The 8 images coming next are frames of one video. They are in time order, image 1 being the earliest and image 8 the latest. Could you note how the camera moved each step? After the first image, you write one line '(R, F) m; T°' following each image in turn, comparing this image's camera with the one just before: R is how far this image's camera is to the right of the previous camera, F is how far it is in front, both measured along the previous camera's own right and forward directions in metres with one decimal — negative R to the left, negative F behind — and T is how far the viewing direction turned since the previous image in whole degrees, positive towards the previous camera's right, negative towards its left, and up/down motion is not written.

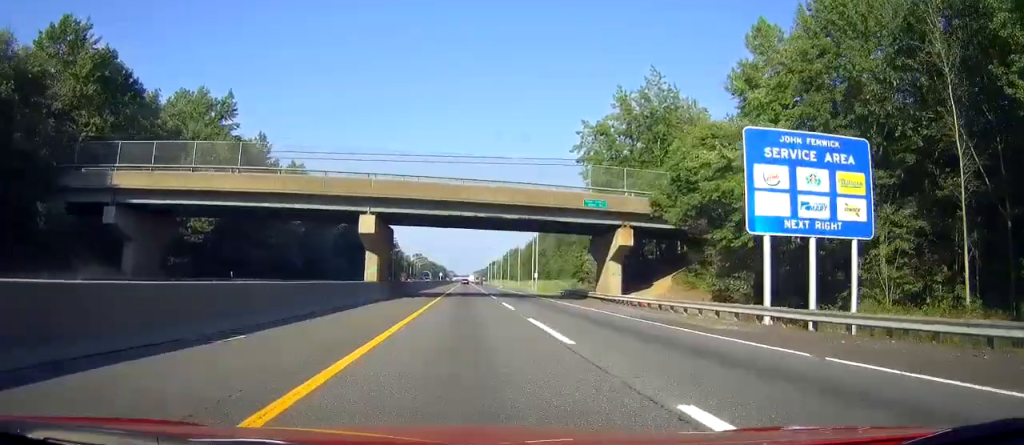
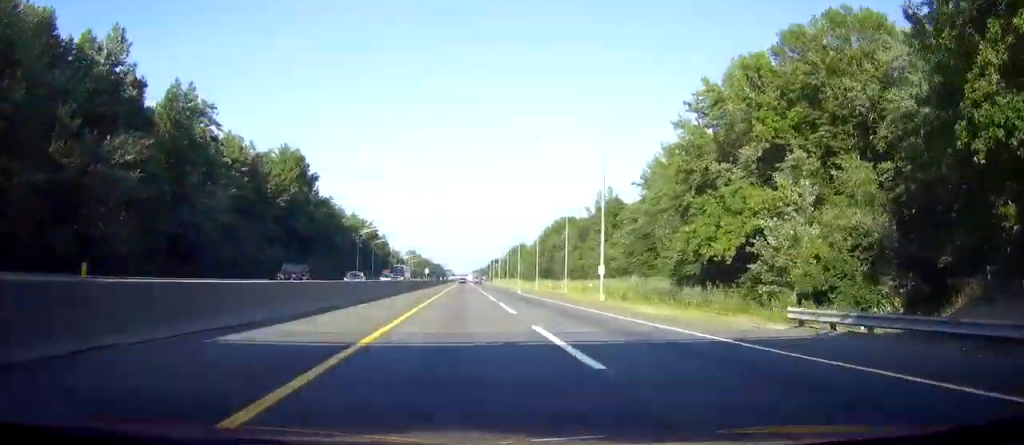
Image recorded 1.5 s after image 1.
(+0.1, +49.3) m; 0°
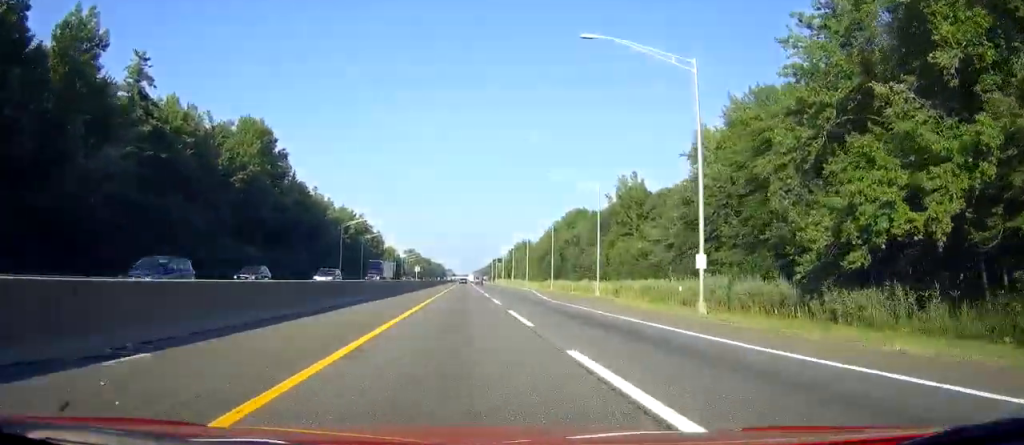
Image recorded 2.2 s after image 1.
(-0.1, +21.9) m; 0°
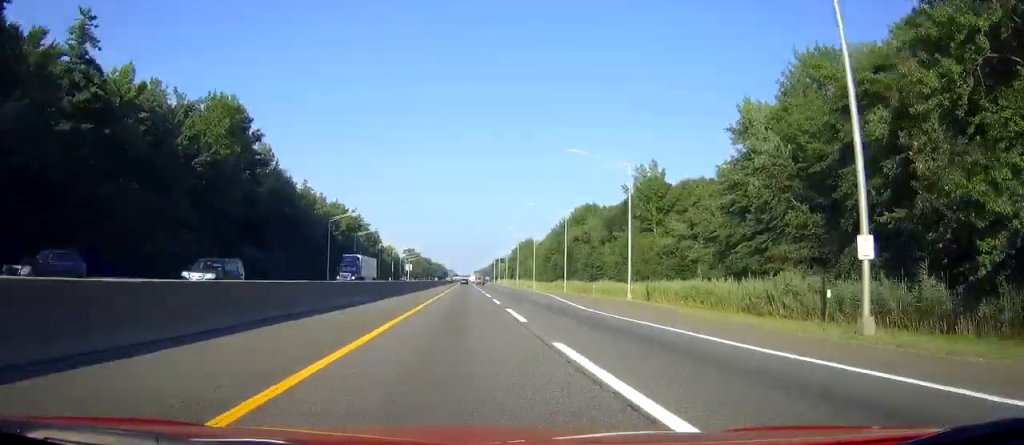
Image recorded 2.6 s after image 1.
(0.0, +13.1) m; 0°
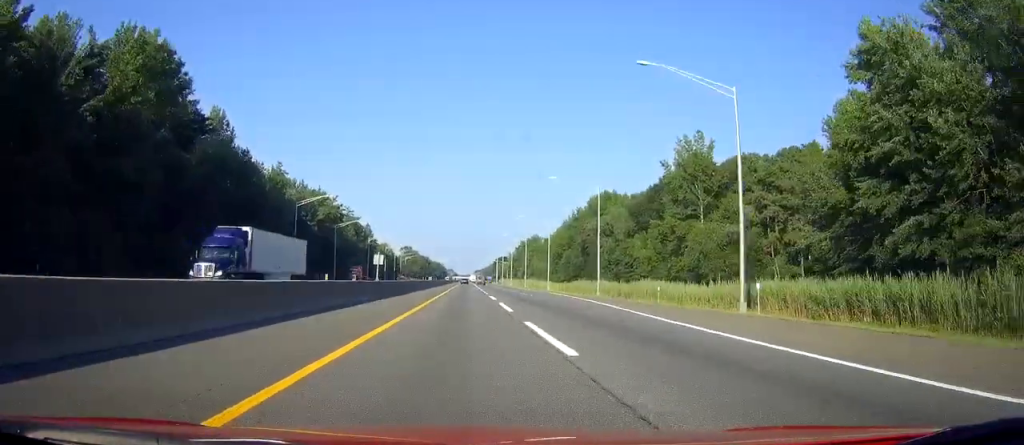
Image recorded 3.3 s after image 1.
(+0.1, +24.1) m; 0°
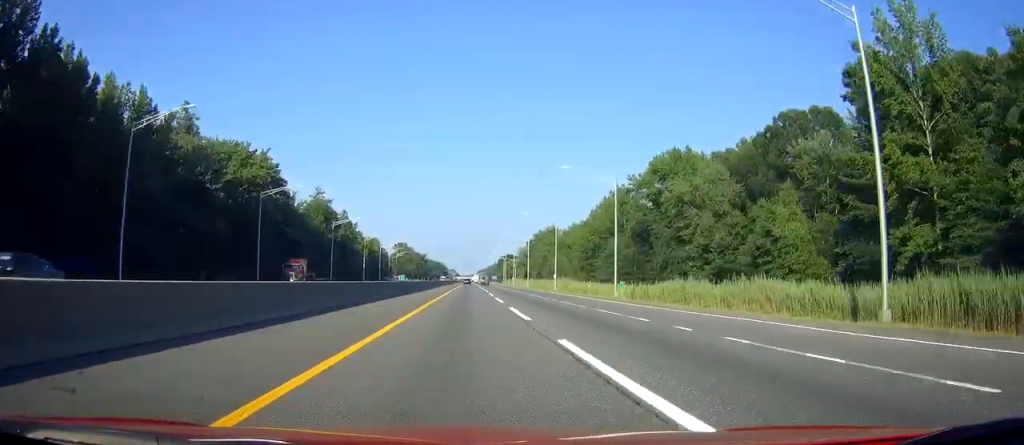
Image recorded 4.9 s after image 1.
(-0.2, +51.4) m; 0°
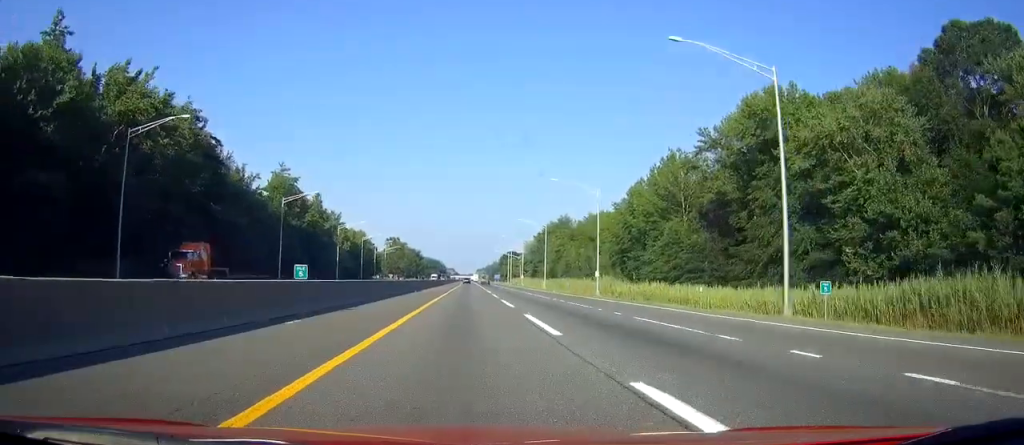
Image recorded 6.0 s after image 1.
(0.0, +36.1) m; 0°
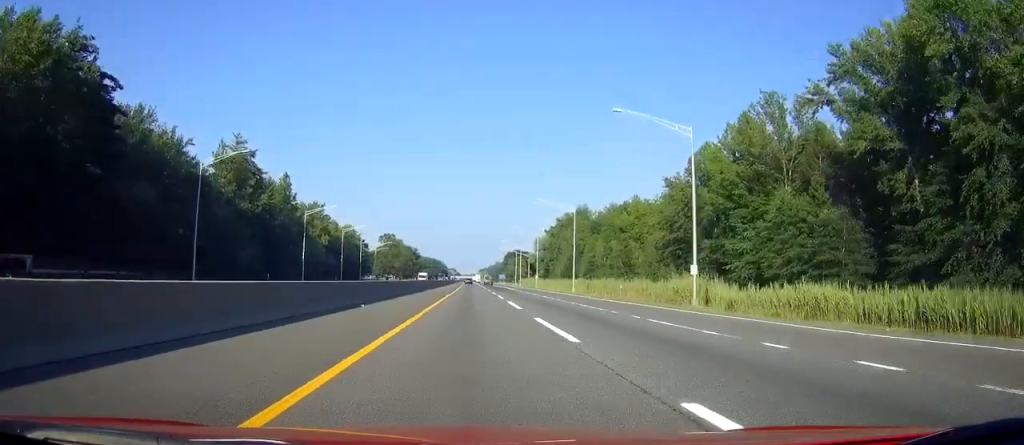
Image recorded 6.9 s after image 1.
(0.0, +31.7) m; 0°
